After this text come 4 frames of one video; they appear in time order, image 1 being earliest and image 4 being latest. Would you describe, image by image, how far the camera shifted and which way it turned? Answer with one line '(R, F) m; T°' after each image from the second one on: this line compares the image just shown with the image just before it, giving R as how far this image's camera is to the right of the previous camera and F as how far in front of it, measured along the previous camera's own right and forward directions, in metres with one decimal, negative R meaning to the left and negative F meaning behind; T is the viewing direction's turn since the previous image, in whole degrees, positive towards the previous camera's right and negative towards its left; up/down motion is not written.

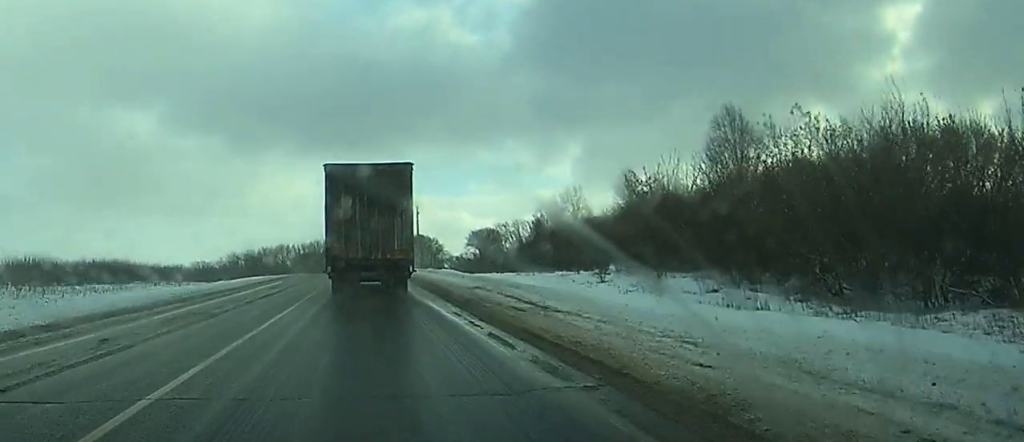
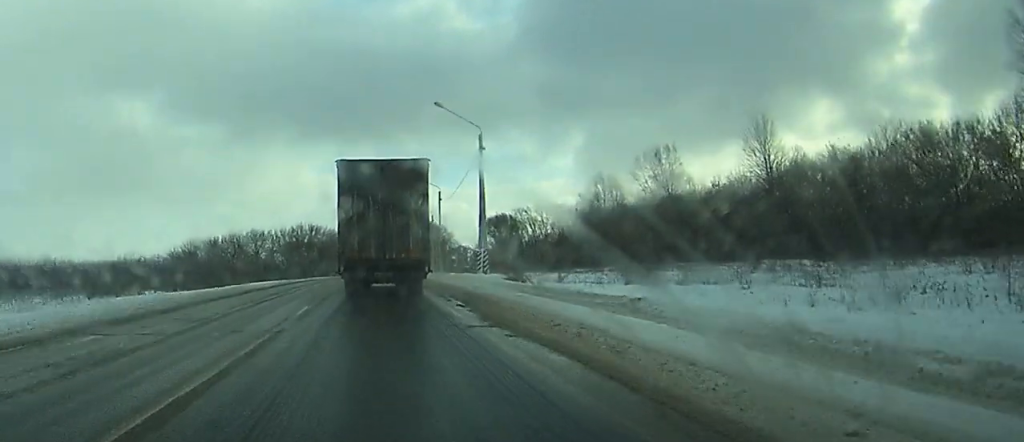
(+2.2, +73.2) m; +1°
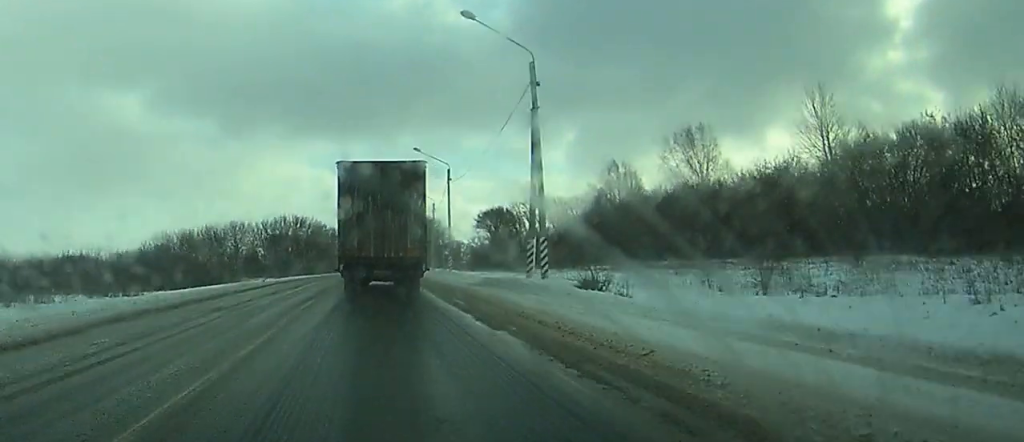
(+0.1, +21.7) m; +1°
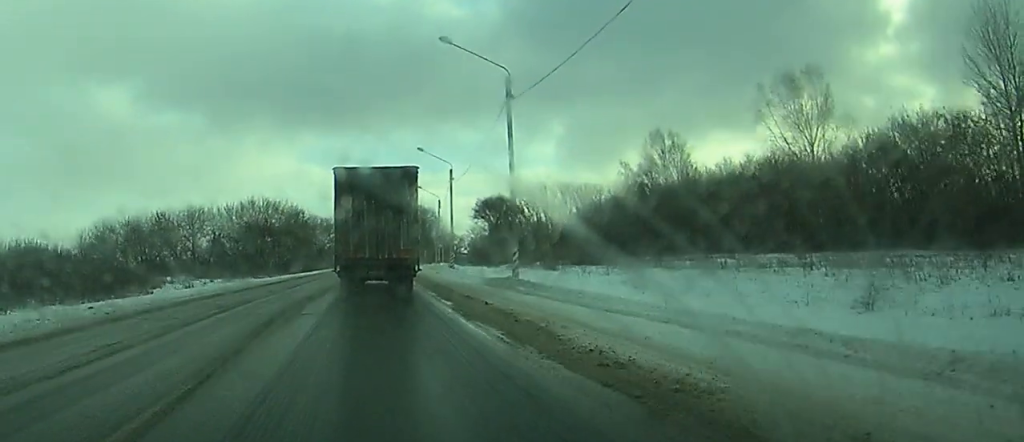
(+1.0, +39.5) m; +2°
